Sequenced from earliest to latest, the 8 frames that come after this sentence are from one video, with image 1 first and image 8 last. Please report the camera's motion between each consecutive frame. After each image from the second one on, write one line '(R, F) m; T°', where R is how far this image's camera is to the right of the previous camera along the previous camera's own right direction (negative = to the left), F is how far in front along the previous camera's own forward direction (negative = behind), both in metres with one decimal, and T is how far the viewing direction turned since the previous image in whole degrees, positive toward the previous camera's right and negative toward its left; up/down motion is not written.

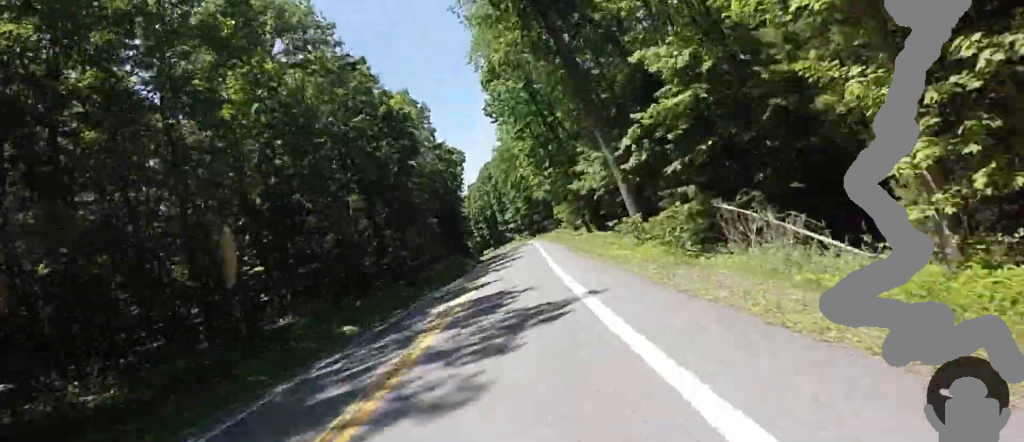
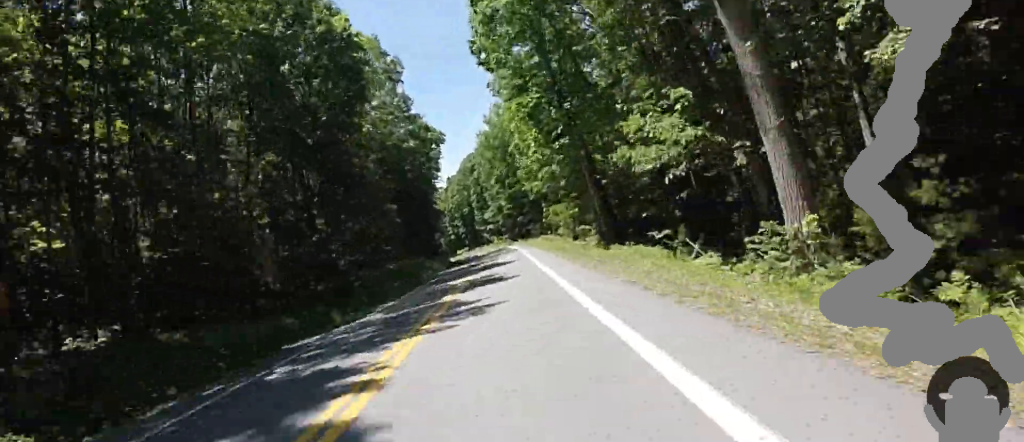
(0.0, +14.0) m; 0°
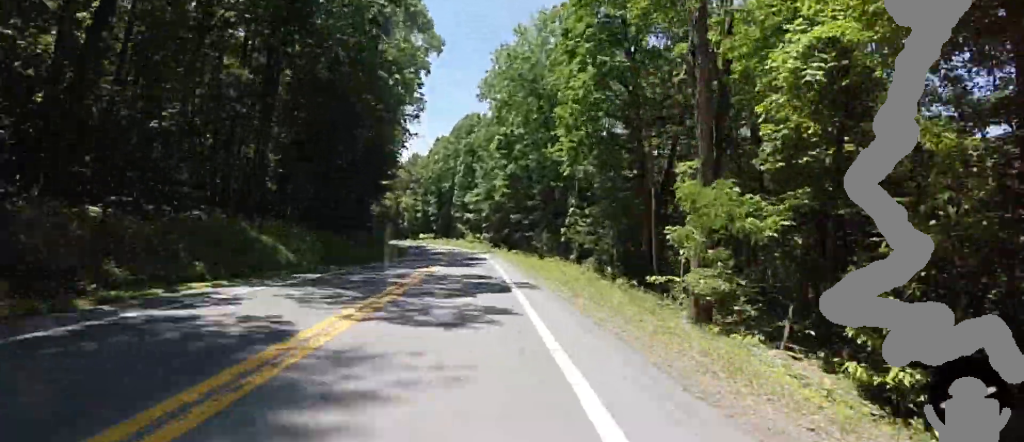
(+0.1, +33.1) m; +2°
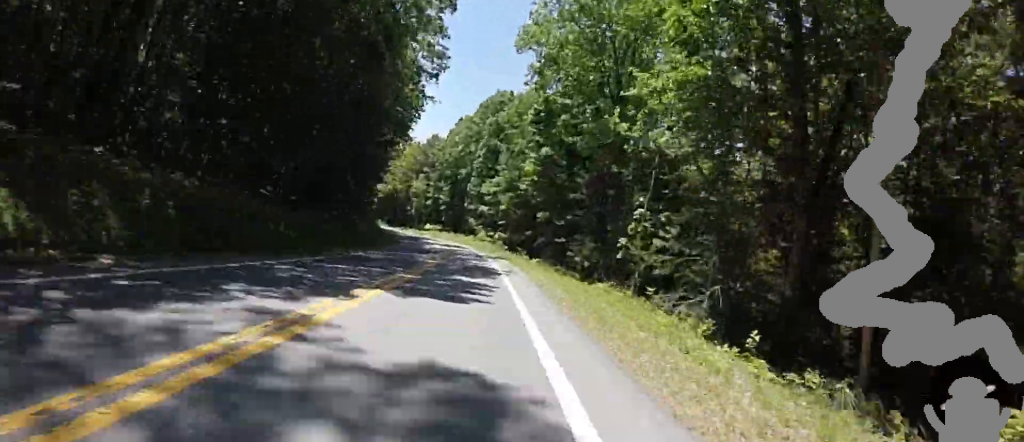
(+0.2, +13.2) m; +1°
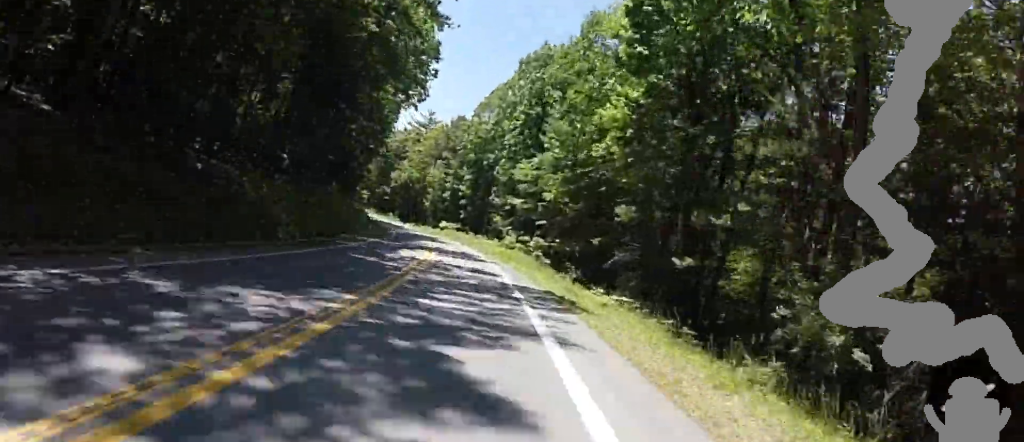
(+1.0, +19.0) m; 0°
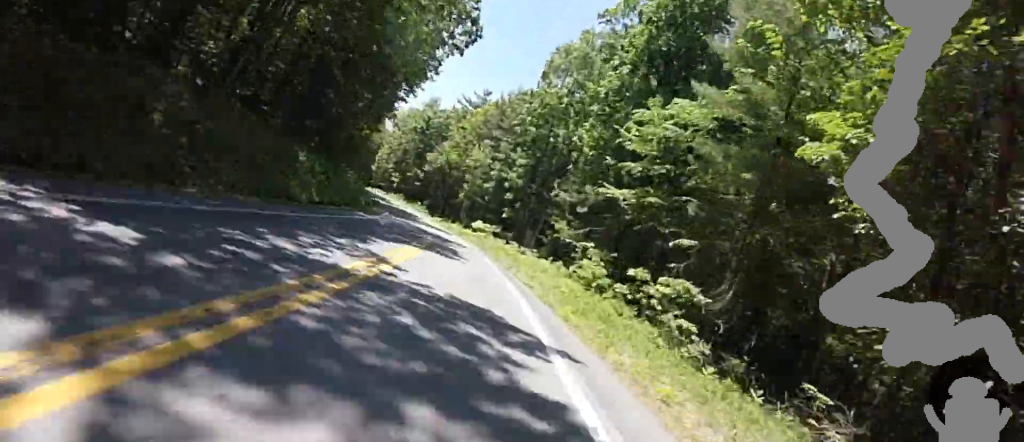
(-1.1, +21.0) m; -7°
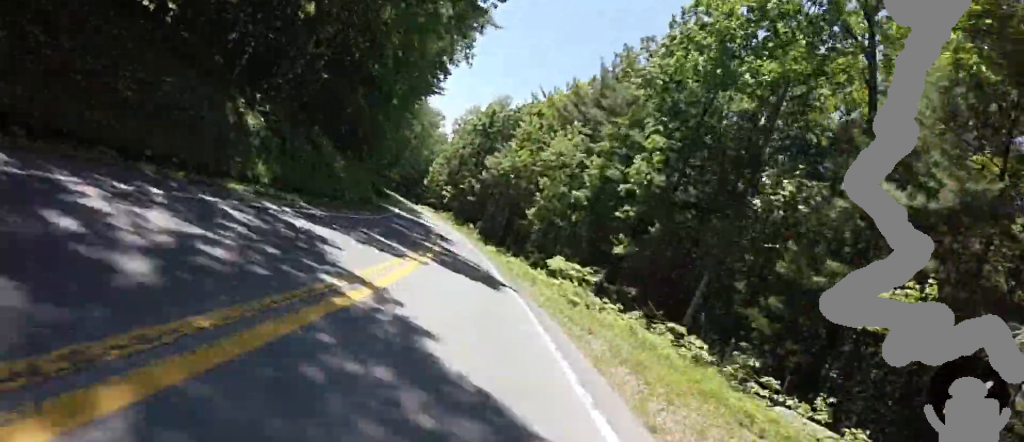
(-2.2, +23.6) m; -7°
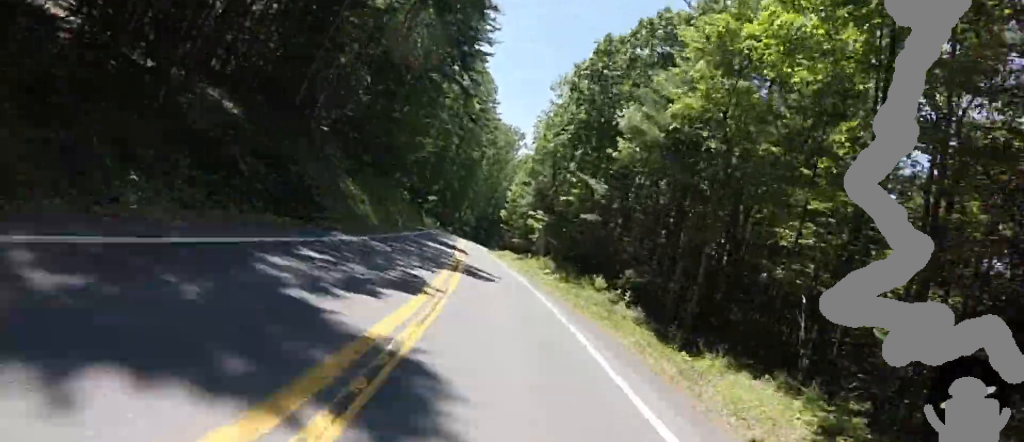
(-1.4, +35.2) m; -13°
